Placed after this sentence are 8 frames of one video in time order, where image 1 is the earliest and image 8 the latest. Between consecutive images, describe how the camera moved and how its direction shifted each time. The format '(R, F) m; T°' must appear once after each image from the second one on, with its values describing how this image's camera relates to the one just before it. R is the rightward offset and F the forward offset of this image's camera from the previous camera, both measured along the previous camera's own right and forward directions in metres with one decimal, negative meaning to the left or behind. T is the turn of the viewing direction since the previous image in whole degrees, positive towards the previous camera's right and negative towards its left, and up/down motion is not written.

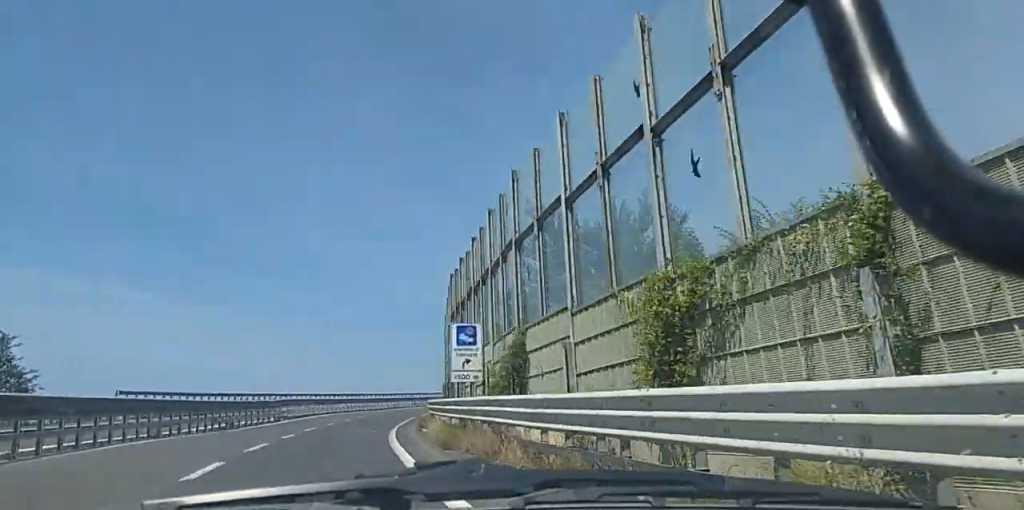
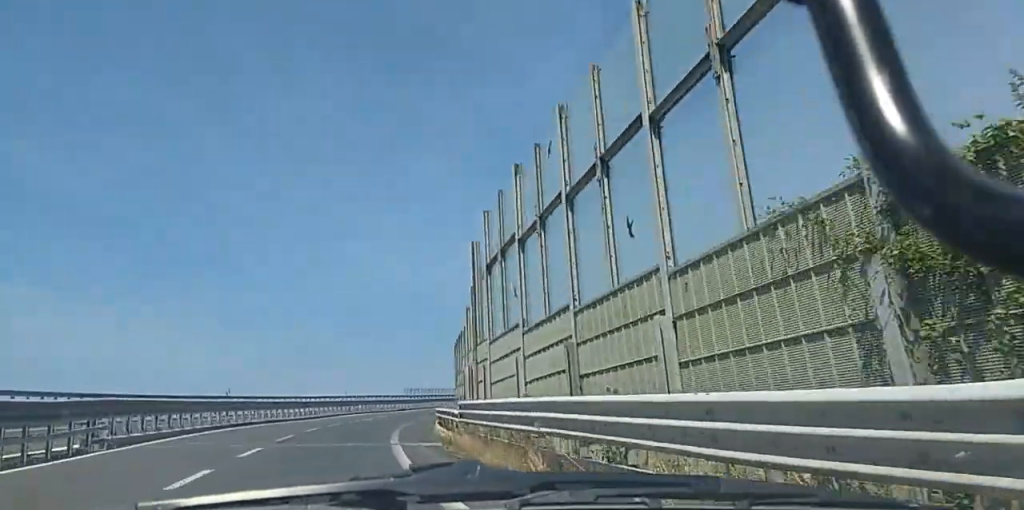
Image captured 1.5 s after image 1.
(+1.3, +29.1) m; +6°
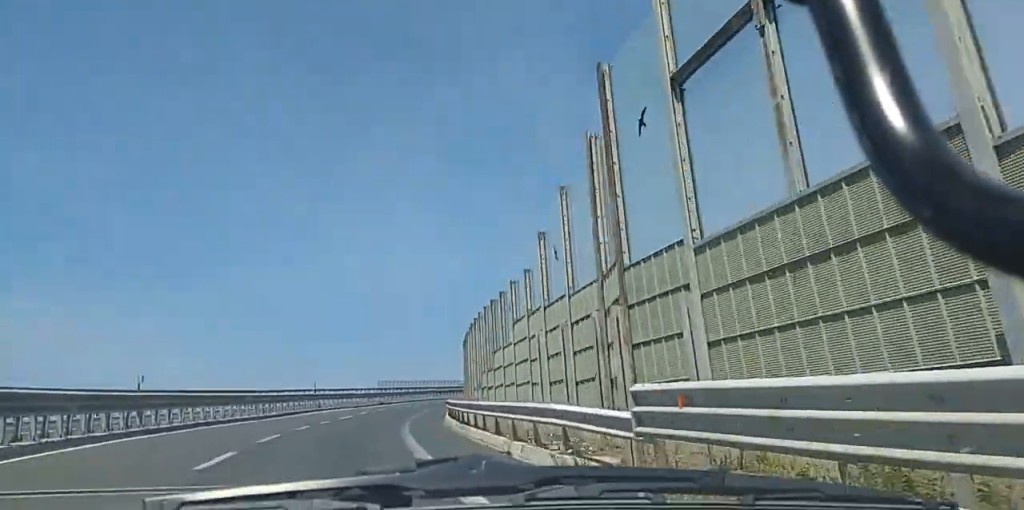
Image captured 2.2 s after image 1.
(+0.3, +13.1) m; +3°
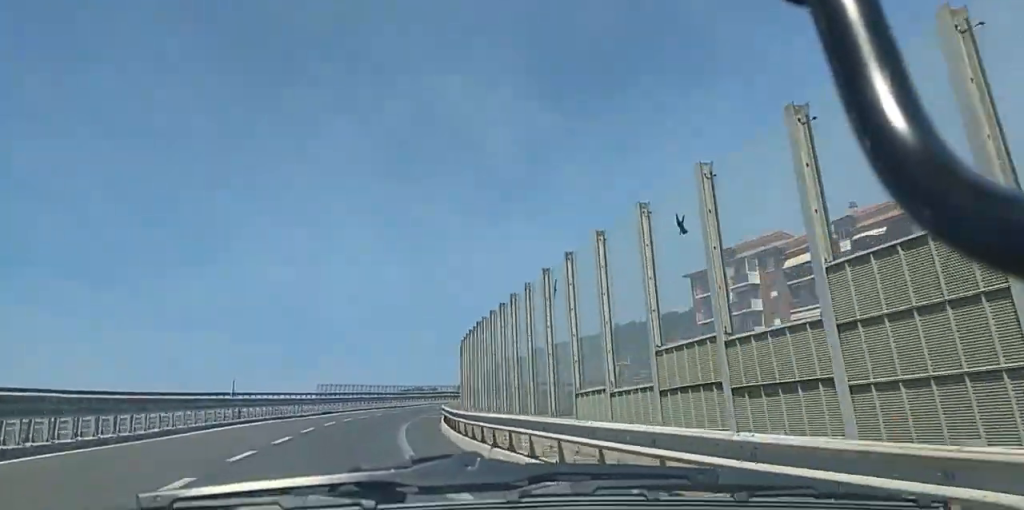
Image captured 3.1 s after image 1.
(+0.3, +17.4) m; +5°
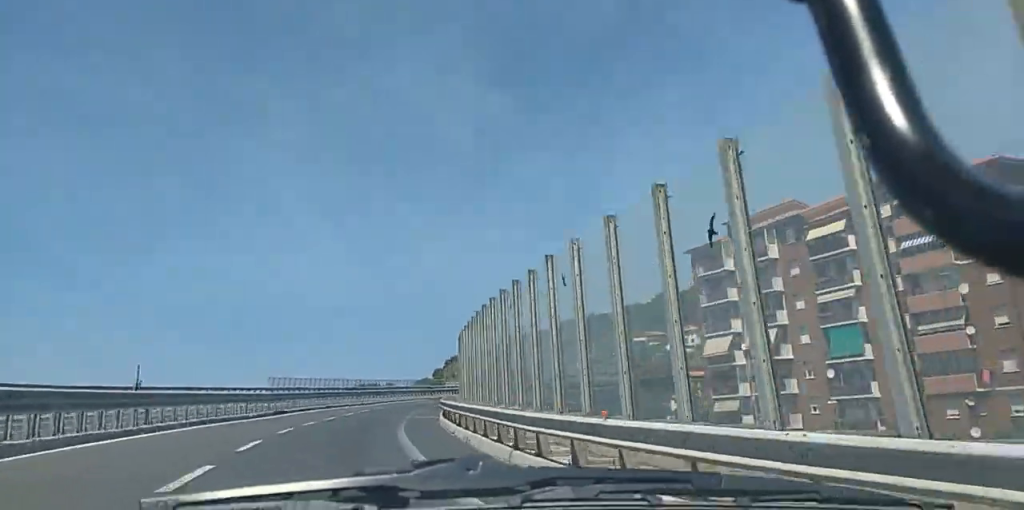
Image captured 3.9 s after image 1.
(+0.9, +13.5) m; +4°
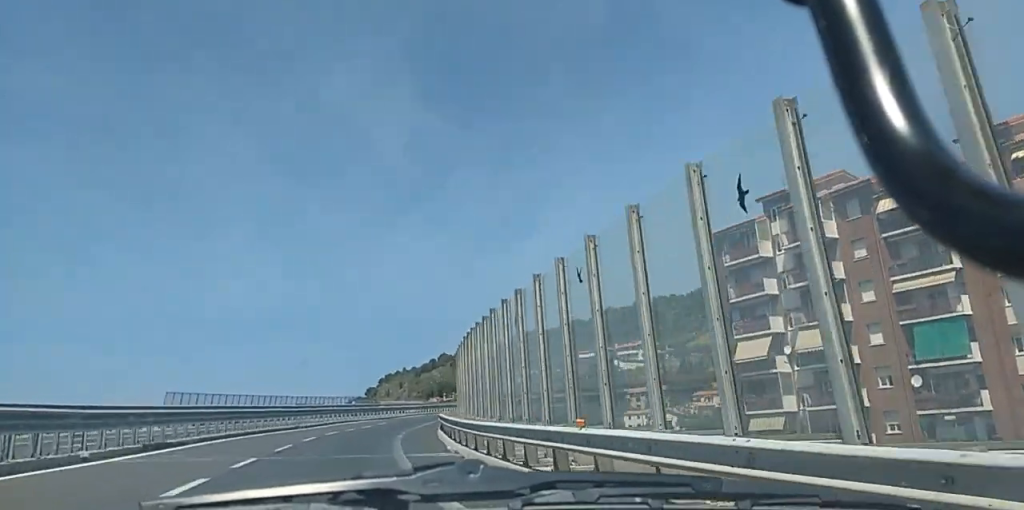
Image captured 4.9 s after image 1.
(+0.5, +19.0) m; +3°
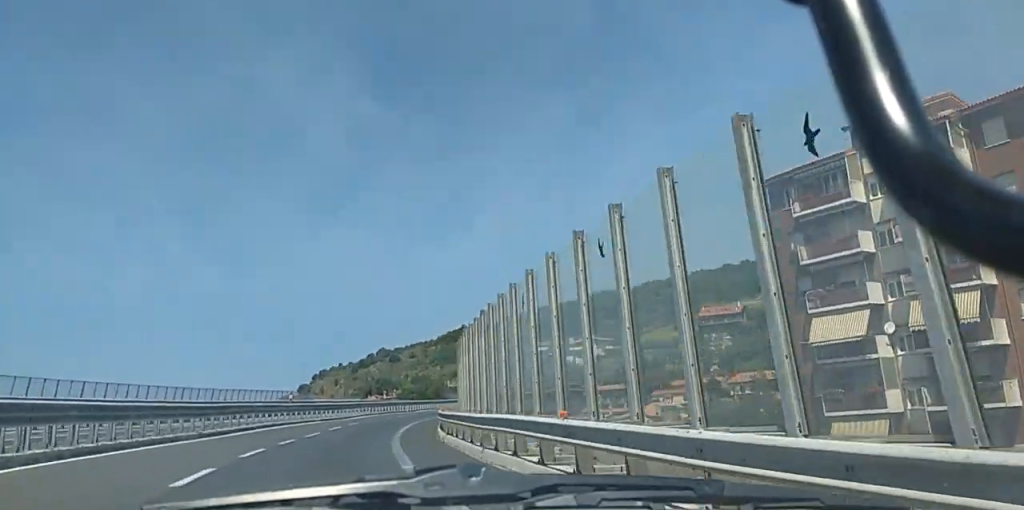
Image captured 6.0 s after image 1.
(+0.6, +19.5) m; +5°
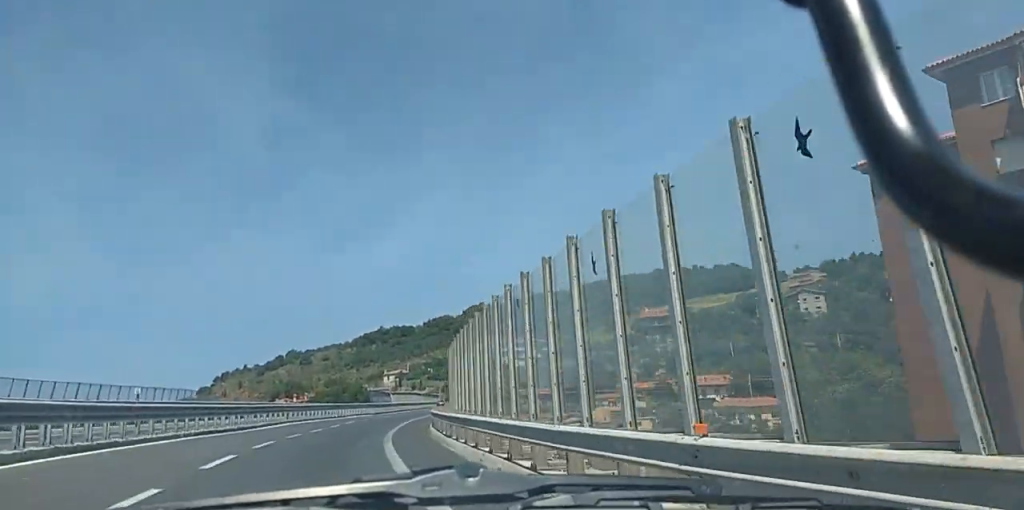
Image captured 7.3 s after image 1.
(+1.4, +23.8) m; +5°
